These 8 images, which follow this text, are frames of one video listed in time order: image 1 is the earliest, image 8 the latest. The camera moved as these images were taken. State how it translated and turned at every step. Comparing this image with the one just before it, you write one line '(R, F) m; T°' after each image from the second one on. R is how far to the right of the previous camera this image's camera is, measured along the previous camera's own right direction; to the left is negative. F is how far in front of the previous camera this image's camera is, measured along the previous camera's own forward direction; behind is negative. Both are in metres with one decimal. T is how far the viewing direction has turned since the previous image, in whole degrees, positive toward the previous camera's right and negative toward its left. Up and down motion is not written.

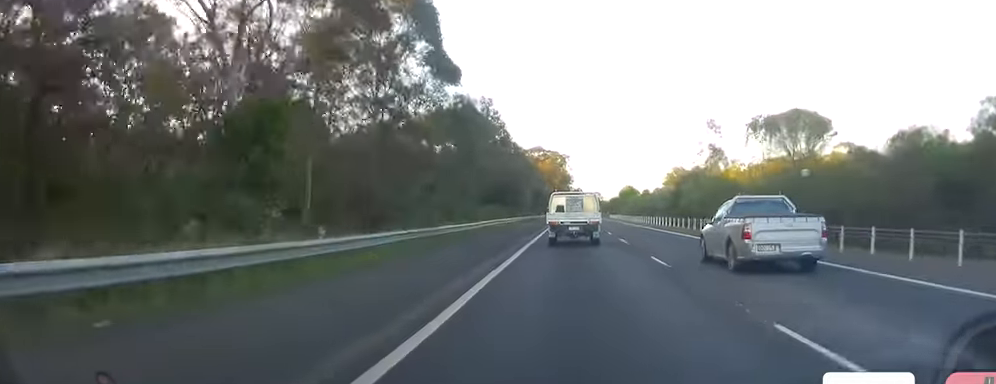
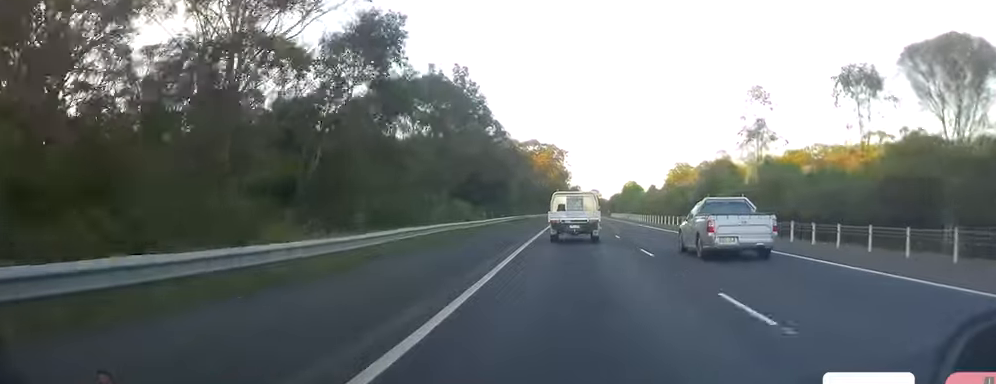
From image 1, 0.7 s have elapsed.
(+0.4, +20.8) m; +1°
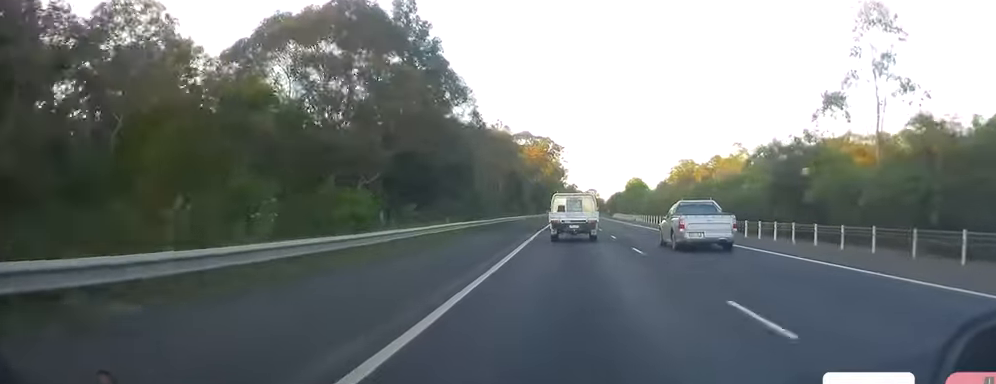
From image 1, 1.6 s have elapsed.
(+0.1, +24.5) m; 0°
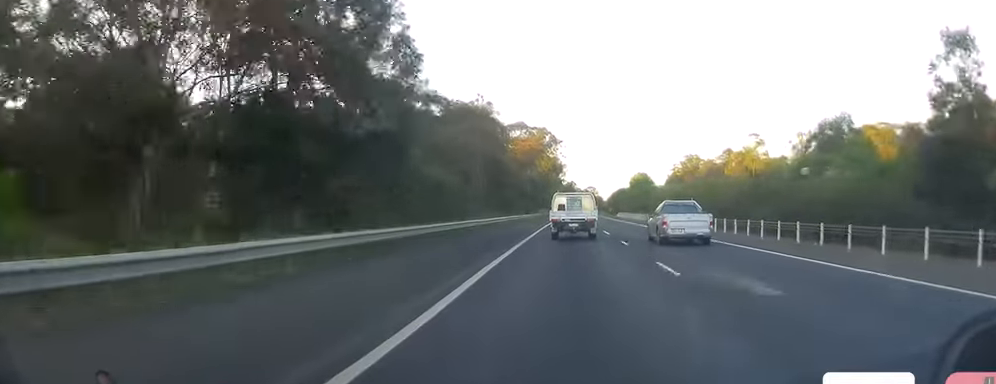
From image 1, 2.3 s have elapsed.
(-0.1, +18.9) m; -1°
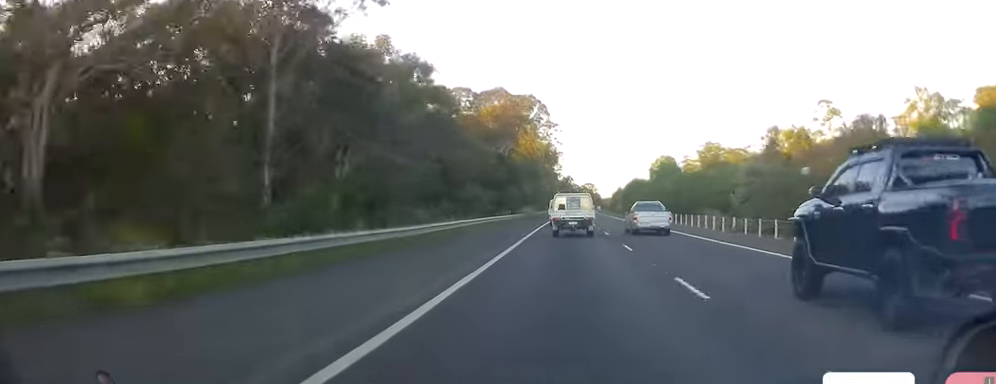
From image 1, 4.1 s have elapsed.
(0.0, +52.0) m; 0°
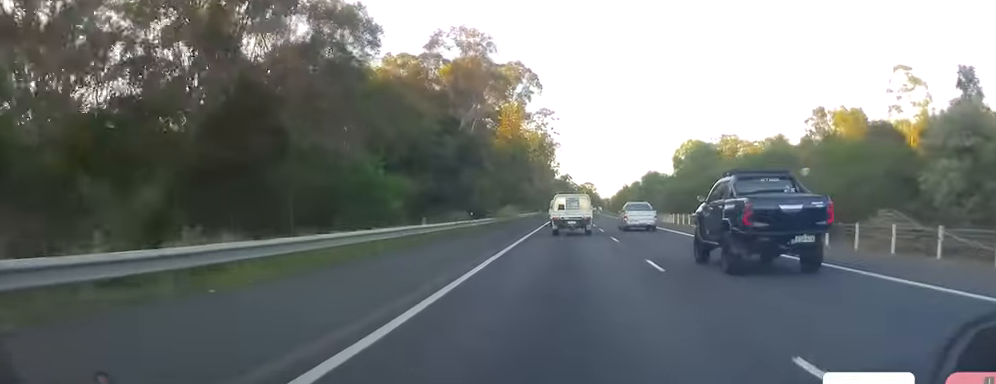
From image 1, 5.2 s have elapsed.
(-0.3, +31.4) m; +1°
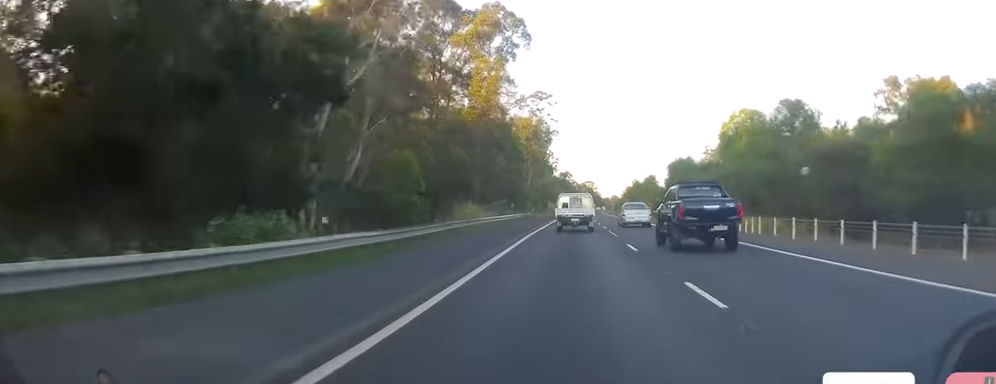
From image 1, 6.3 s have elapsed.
(+0.9, +31.5) m; 0°
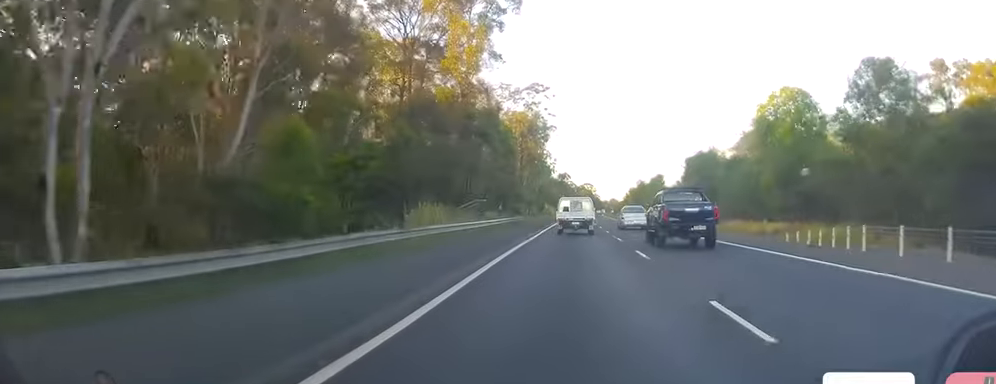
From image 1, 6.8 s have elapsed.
(-0.3, +14.2) m; -1°
